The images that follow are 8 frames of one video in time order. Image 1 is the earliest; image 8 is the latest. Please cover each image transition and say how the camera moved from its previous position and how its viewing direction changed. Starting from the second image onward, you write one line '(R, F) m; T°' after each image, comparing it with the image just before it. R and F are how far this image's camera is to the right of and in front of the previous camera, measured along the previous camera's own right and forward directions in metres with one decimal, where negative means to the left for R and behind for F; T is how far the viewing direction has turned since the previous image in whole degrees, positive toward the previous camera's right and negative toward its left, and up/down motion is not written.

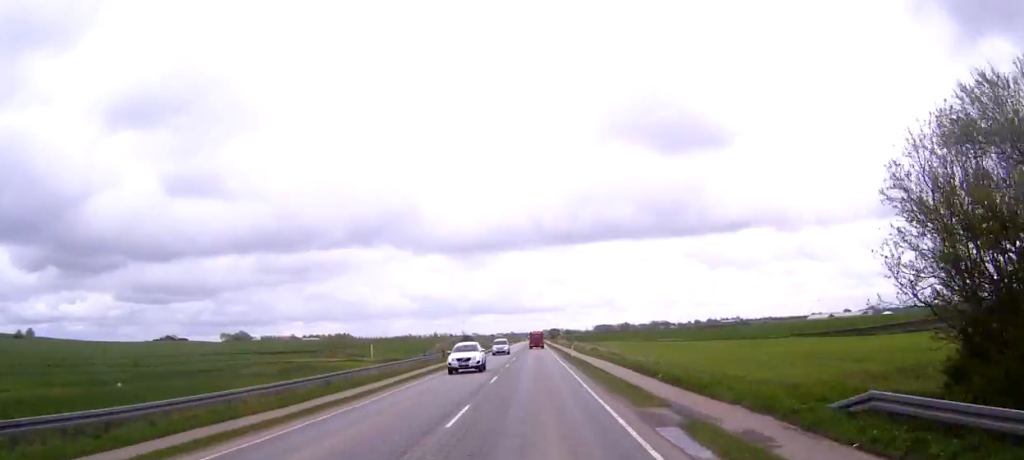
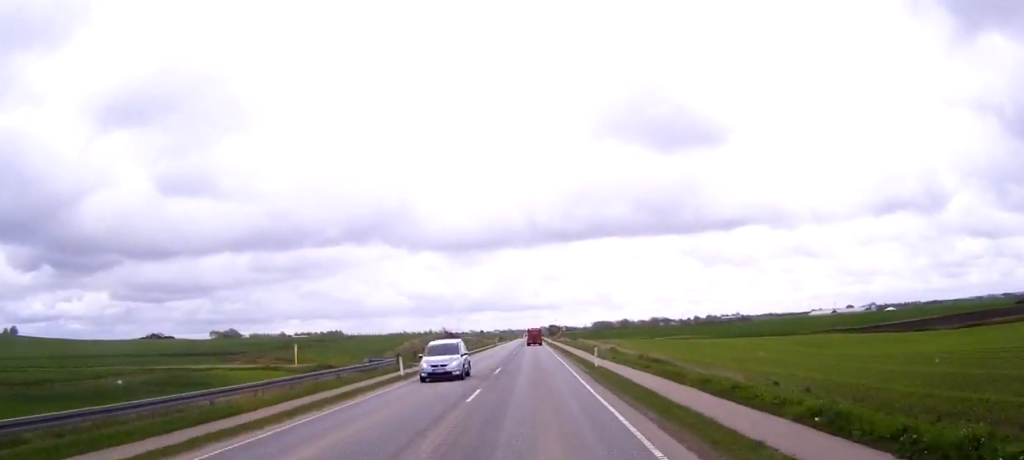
(0.0, +25.4) m; 0°
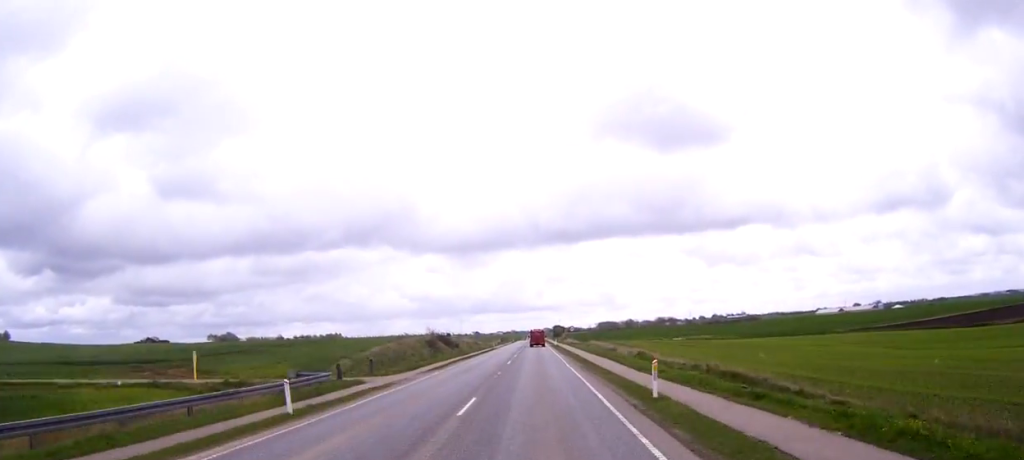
(0.0, +17.8) m; 0°
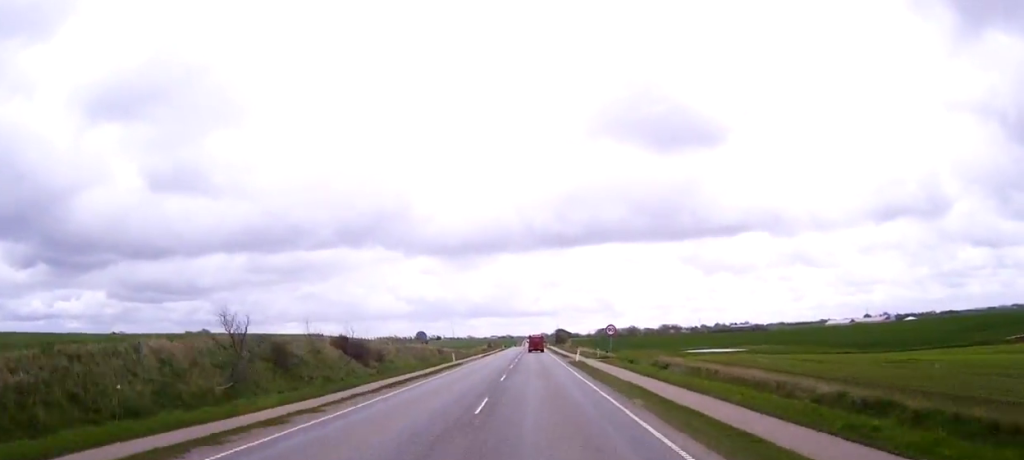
(+0.2, +59.6) m; +1°
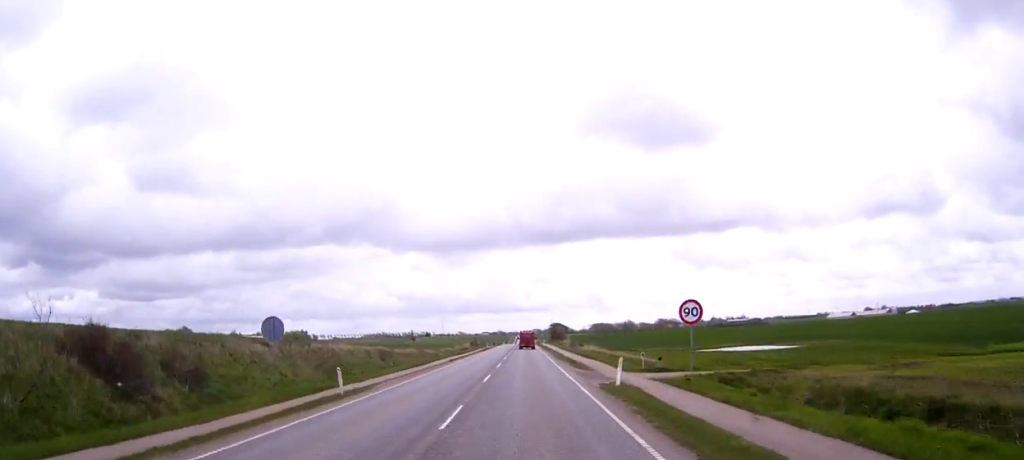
(0.0, +33.3) m; 0°
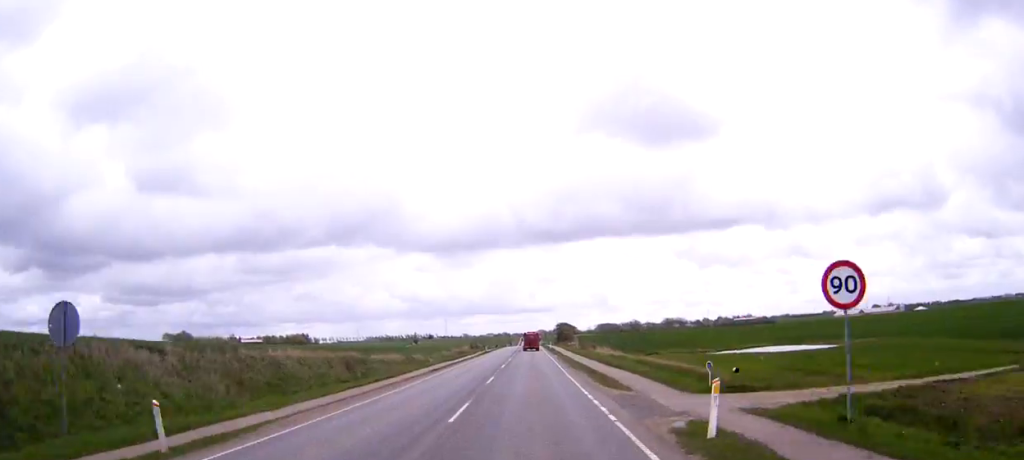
(-0.1, +13.7) m; 0°
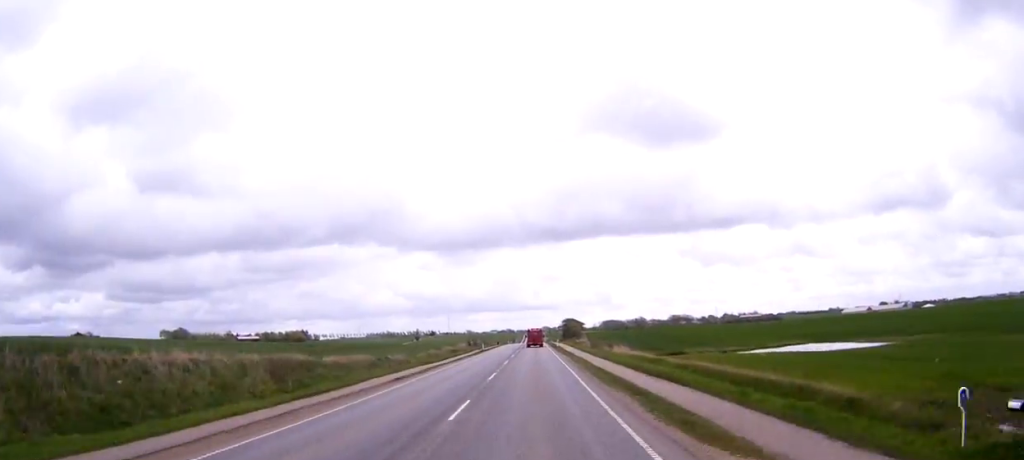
(0.0, +15.4) m; 0°
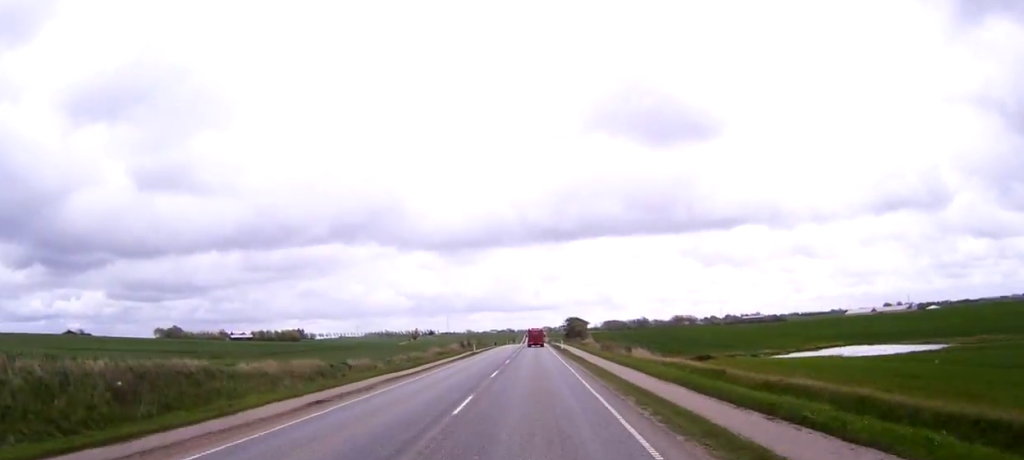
(0.0, +14.5) m; 0°
